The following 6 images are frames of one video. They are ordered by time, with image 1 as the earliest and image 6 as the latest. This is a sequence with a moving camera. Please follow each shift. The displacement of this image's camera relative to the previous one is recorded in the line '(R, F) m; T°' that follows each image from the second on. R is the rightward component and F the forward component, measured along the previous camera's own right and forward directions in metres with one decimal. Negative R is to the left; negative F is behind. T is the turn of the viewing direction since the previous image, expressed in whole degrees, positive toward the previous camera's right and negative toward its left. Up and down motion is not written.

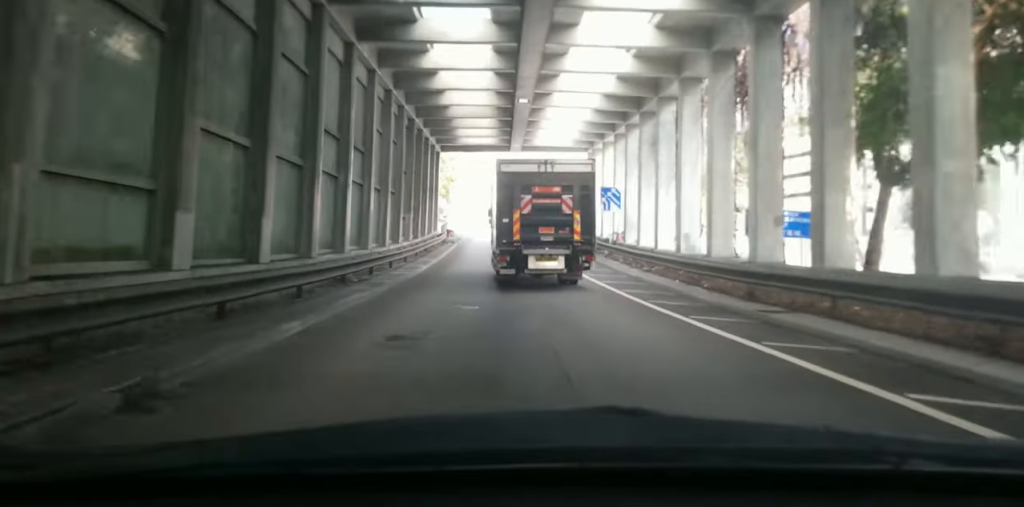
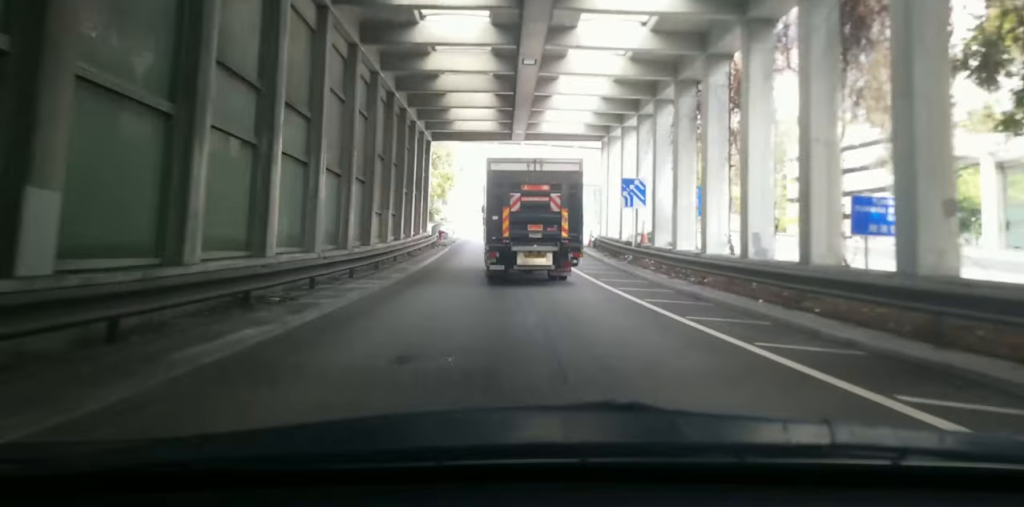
(-0.1, +6.9) m; -1°
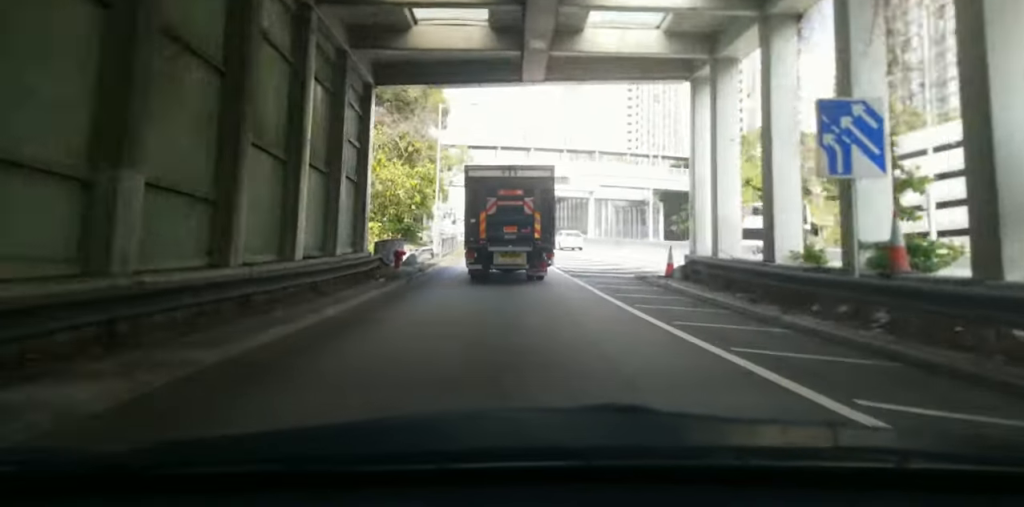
(-0.4, +19.5) m; -1°
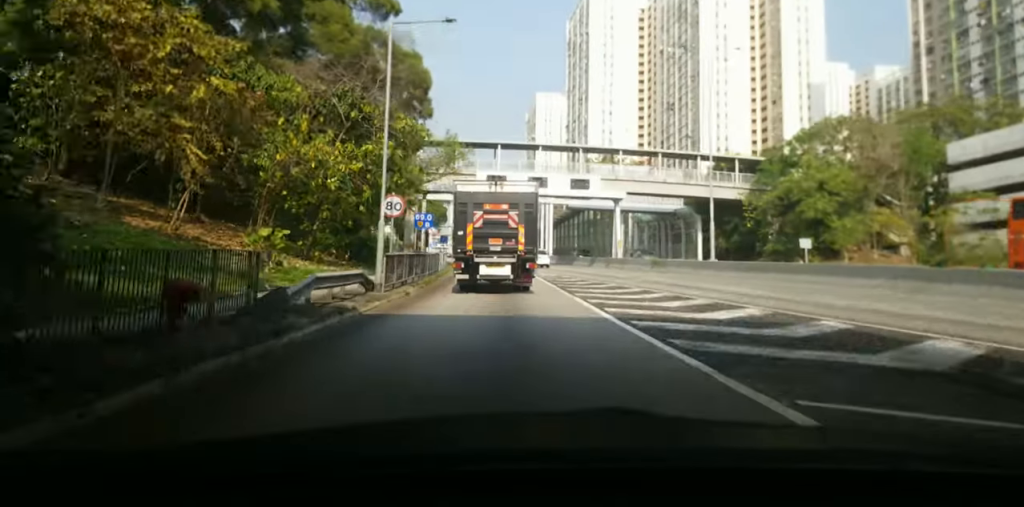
(+0.4, +17.2) m; +4°
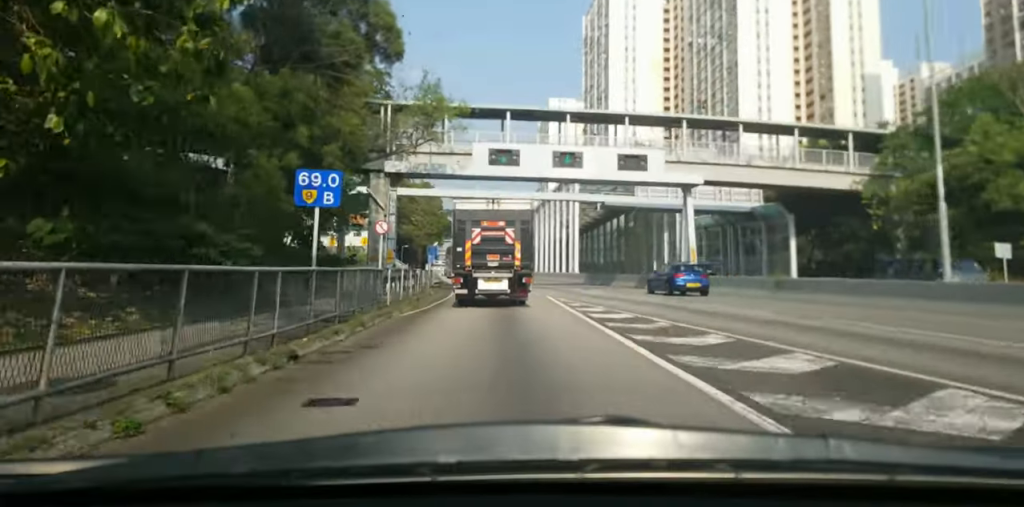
(+0.9, +21.5) m; +4°
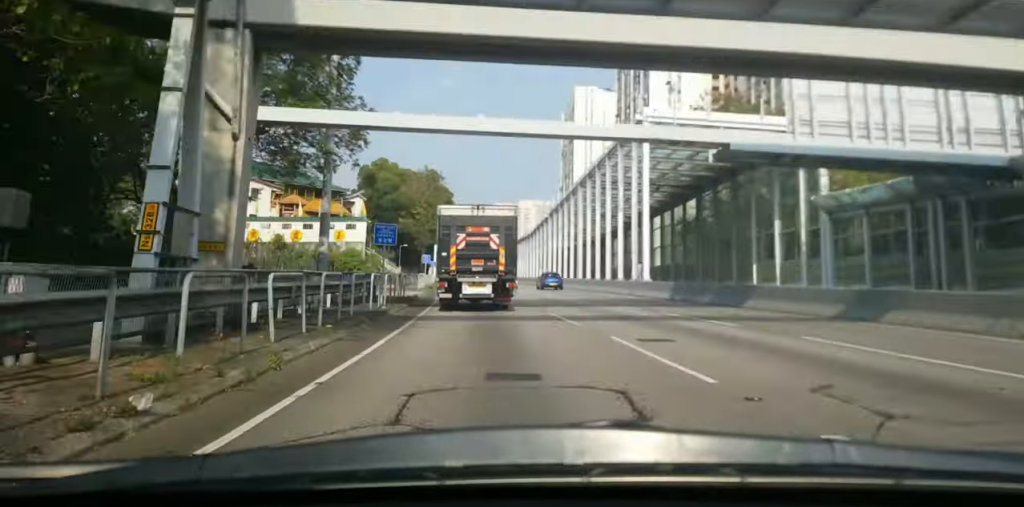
(+0.1, +27.1) m; -4°
